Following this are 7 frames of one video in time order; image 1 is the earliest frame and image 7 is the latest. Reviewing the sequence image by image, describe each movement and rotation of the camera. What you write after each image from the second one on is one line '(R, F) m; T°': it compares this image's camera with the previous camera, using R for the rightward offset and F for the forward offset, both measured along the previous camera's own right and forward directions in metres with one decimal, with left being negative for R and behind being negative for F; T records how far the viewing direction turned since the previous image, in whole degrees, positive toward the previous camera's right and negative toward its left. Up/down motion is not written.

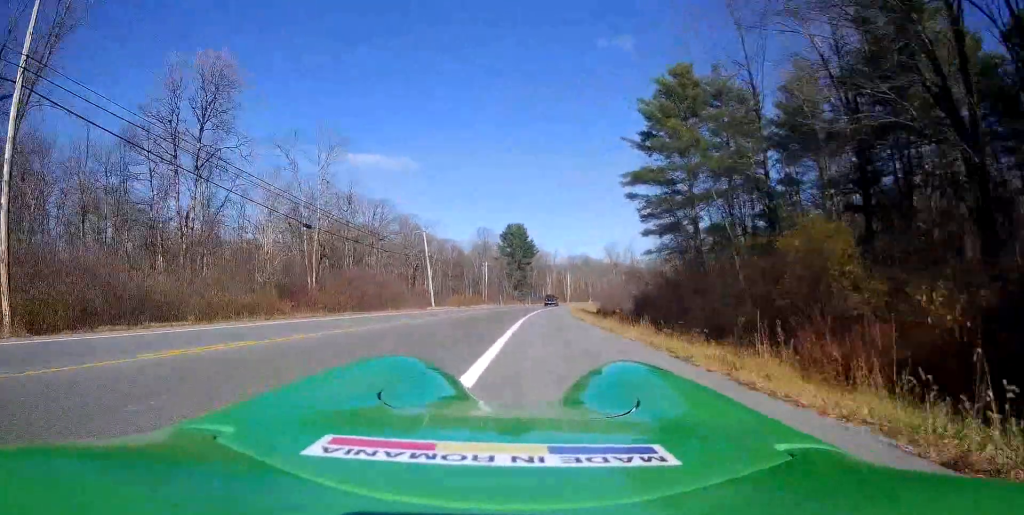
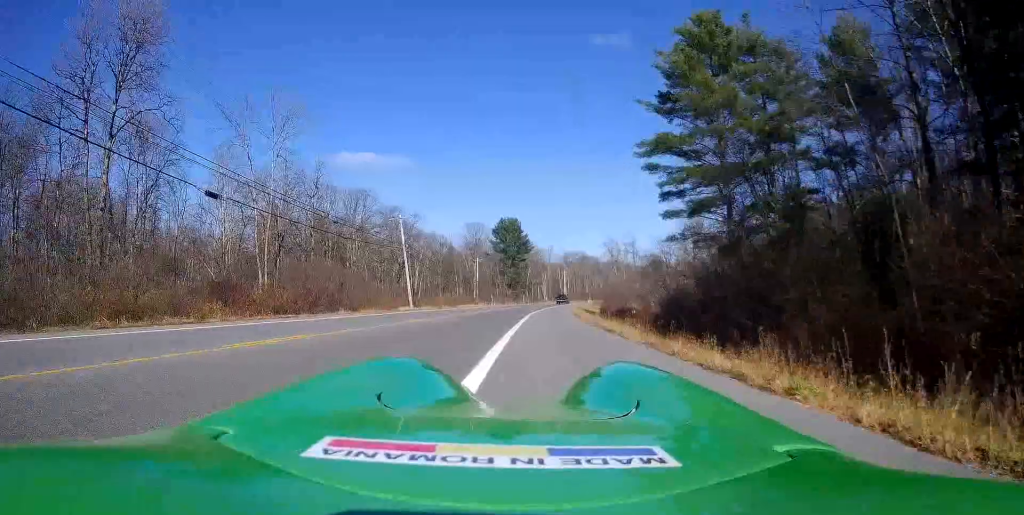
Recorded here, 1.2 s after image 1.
(+0.2, +9.9) m; +4°
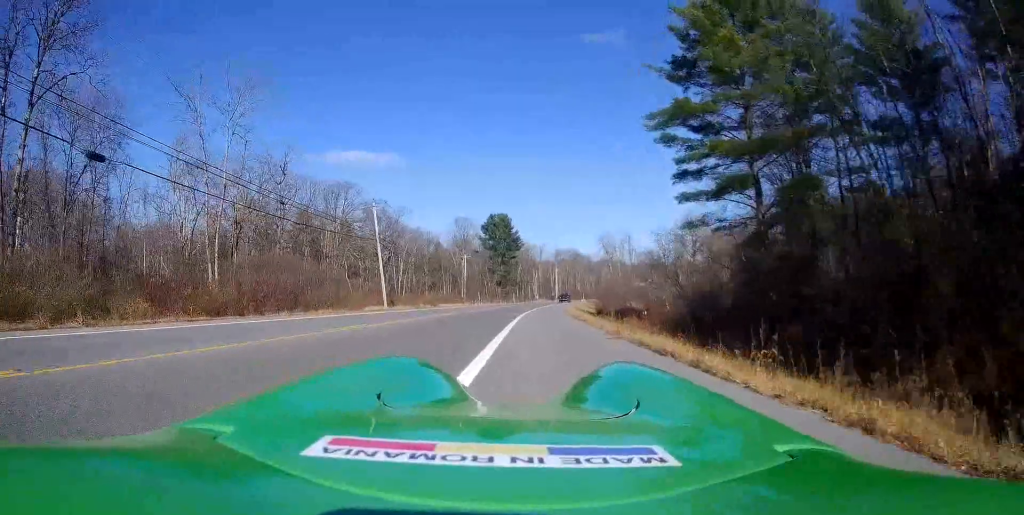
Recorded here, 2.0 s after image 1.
(+0.2, +6.8) m; +3°
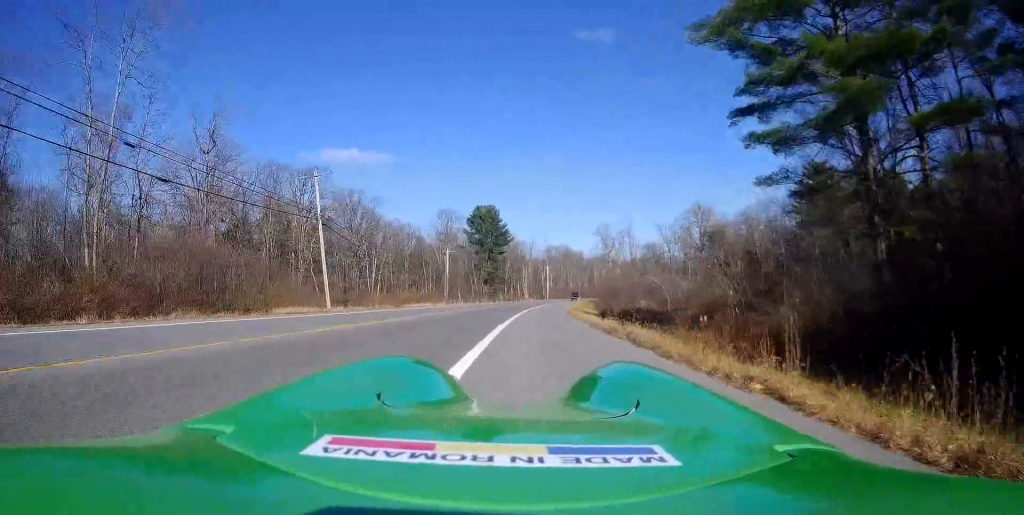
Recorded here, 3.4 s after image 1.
(-0.3, +12.6) m; -4°
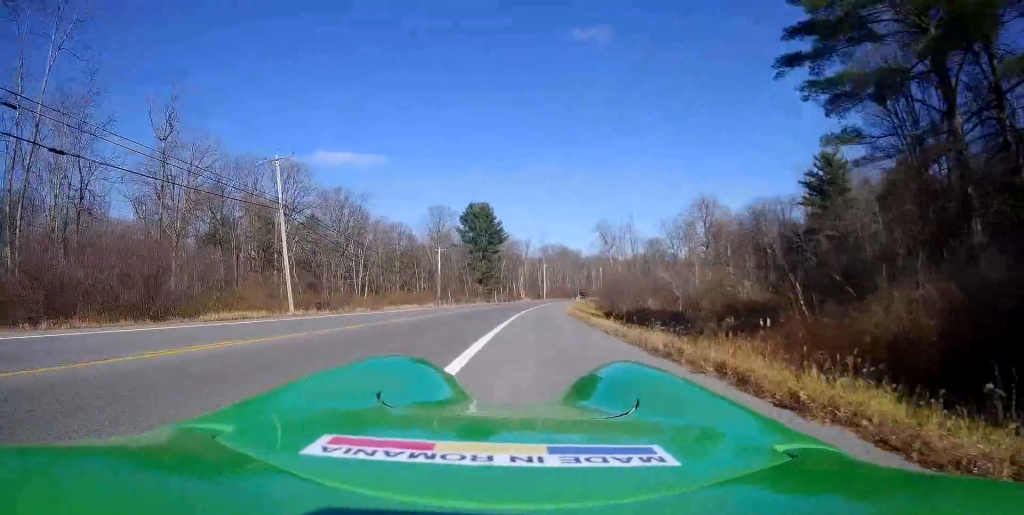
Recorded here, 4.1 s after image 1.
(-0.2, +5.9) m; -1°
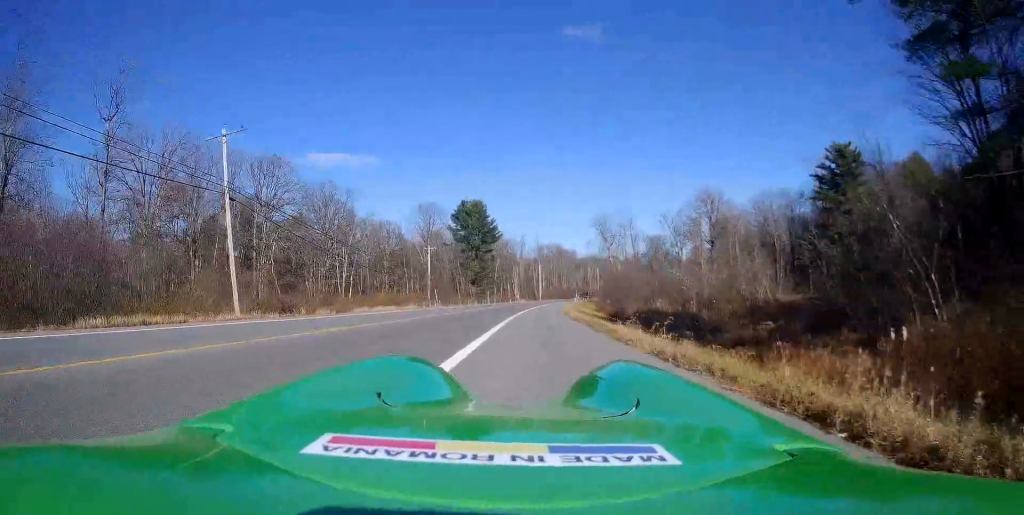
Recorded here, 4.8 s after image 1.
(+0.3, +6.3) m; 0°
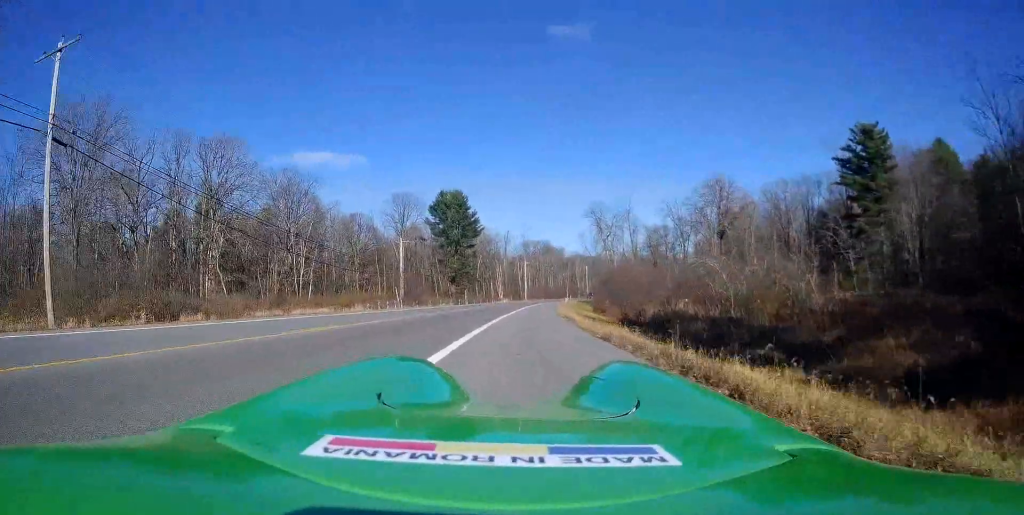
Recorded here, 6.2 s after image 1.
(0.0, +12.4) m; +3°
